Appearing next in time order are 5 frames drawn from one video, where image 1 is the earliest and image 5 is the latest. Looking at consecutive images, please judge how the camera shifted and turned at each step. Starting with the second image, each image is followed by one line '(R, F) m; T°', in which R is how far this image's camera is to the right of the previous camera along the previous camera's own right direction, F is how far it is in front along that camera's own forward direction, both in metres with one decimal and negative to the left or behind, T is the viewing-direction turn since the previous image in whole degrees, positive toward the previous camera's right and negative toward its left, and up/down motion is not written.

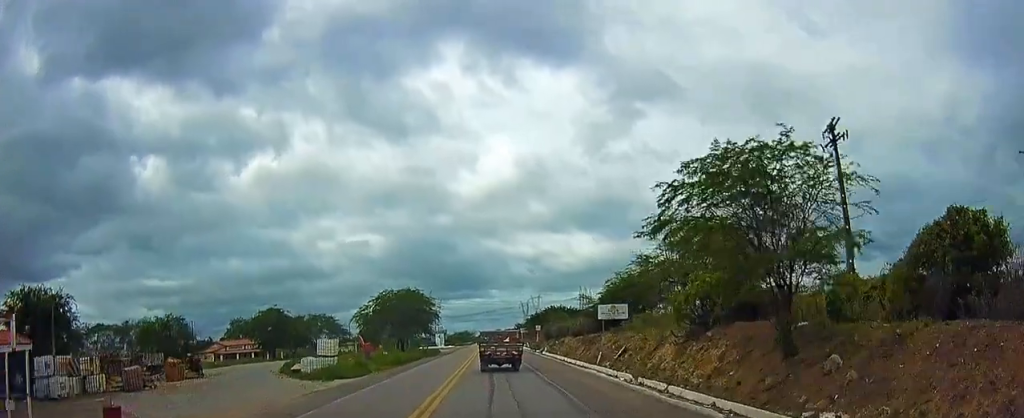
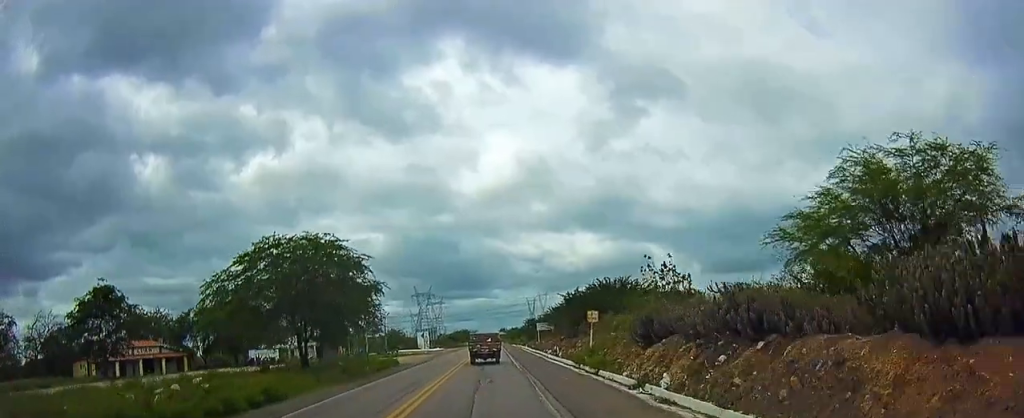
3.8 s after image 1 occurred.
(+0.1, +39.9) m; 0°
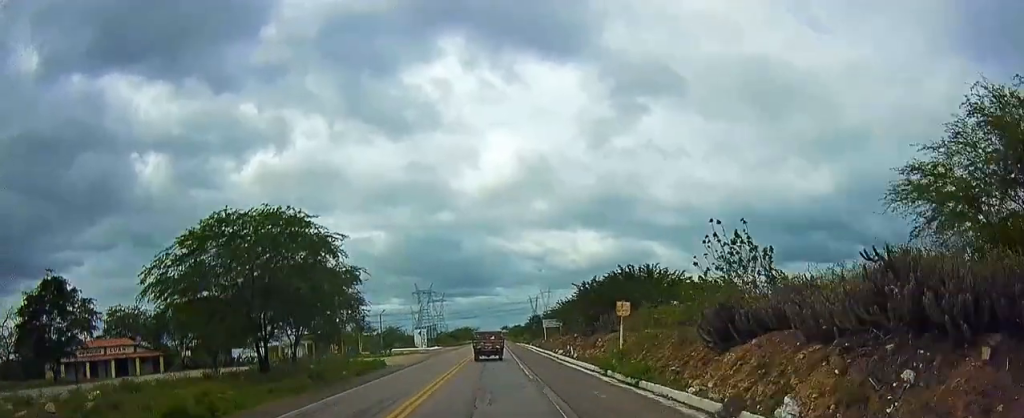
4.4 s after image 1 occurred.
(+0.3, +7.2) m; +2°
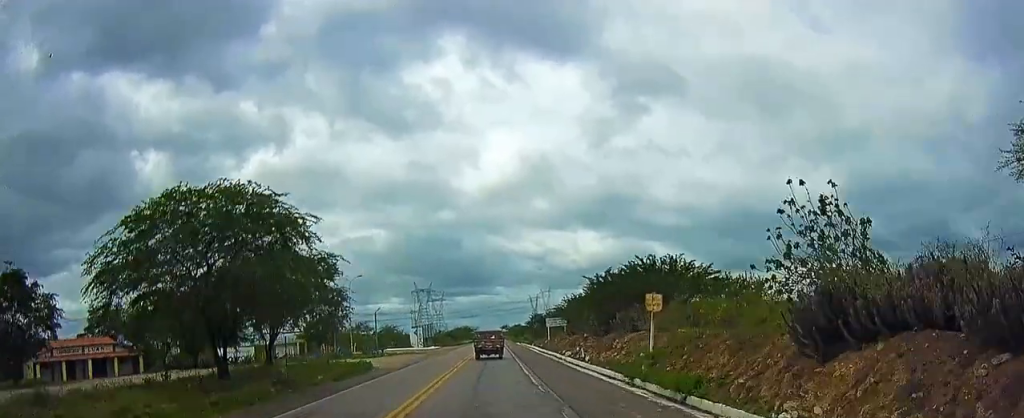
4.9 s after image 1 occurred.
(0.0, +5.0) m; -1°
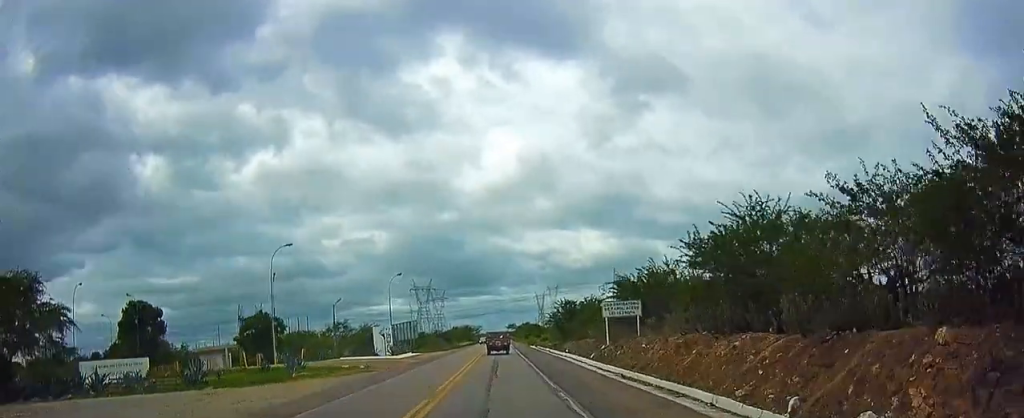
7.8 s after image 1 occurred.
(-1.0, +34.6) m; -1°
